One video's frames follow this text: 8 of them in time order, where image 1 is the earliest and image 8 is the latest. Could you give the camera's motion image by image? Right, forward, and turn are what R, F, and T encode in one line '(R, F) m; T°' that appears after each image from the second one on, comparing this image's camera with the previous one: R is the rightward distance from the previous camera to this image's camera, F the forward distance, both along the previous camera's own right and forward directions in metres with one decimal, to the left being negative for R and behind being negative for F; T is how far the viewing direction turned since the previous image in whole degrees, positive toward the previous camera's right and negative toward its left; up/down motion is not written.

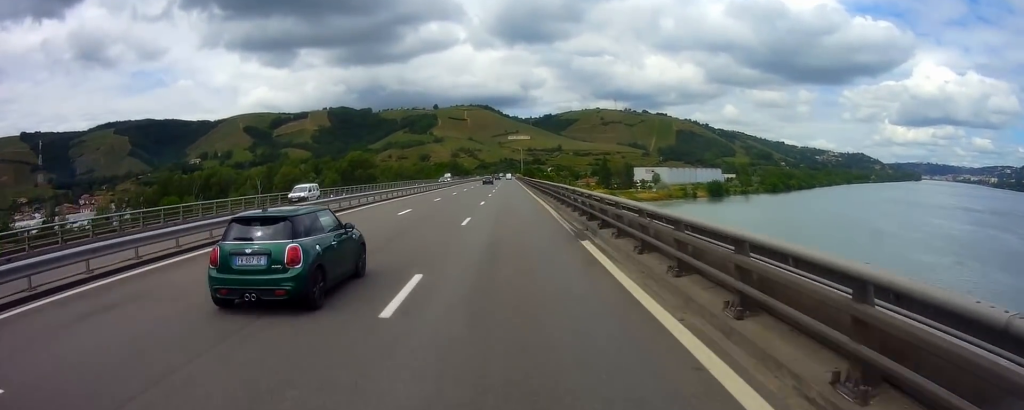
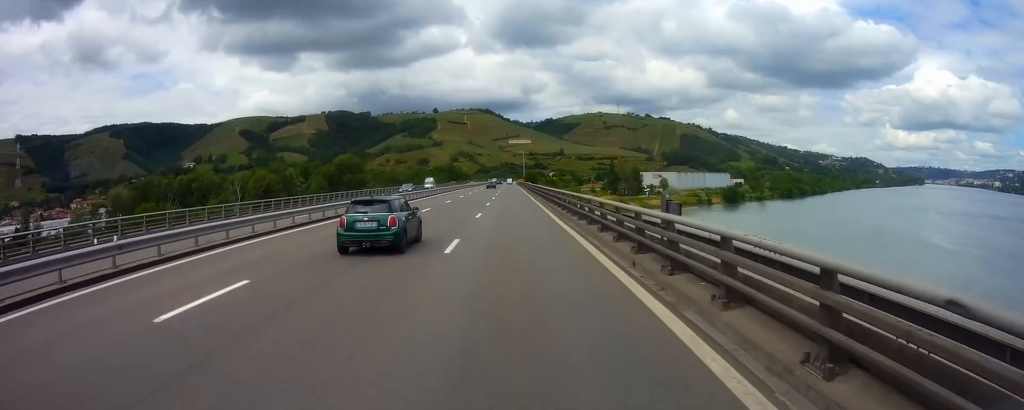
(0.0, +19.4) m; 0°
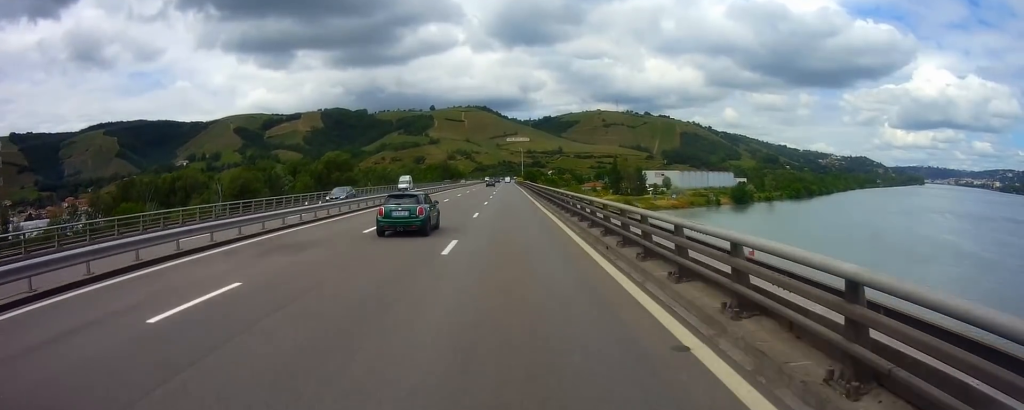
(0.0, +12.9) m; 0°
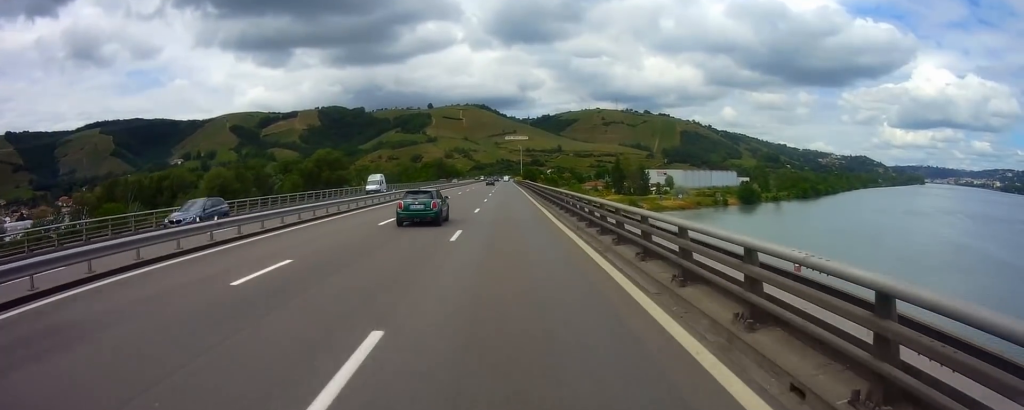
(0.0, +10.0) m; 0°
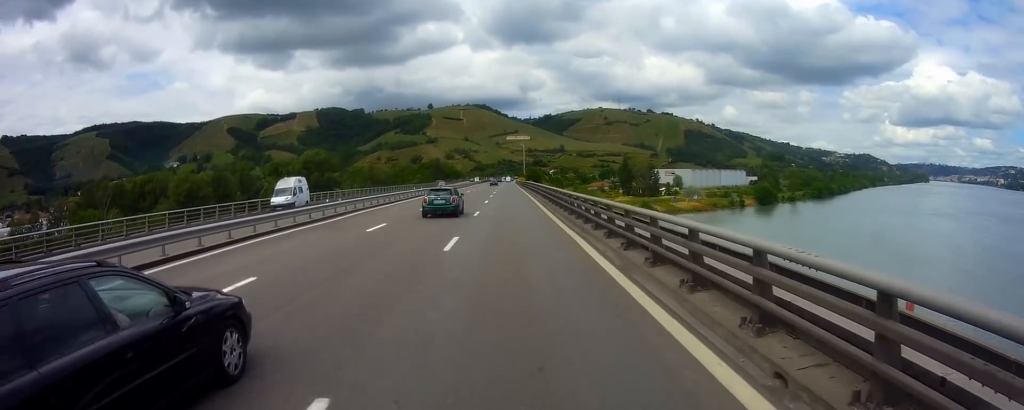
(0.0, +14.5) m; 0°
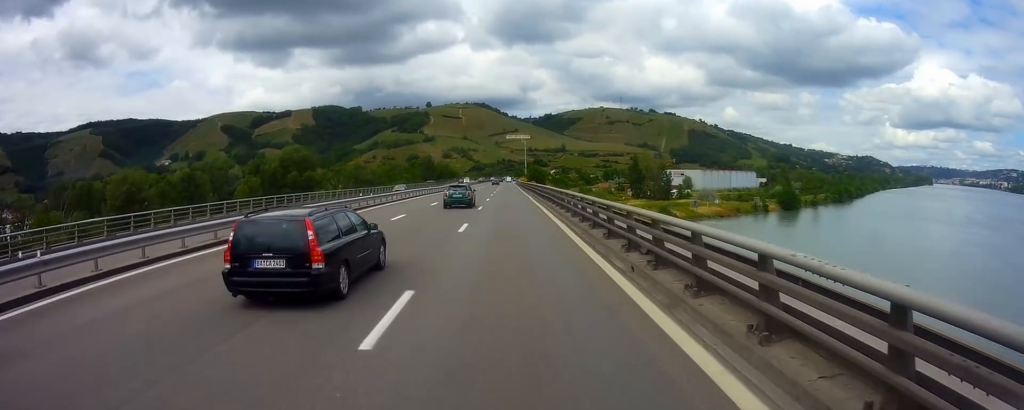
(0.0, +20.9) m; 0°
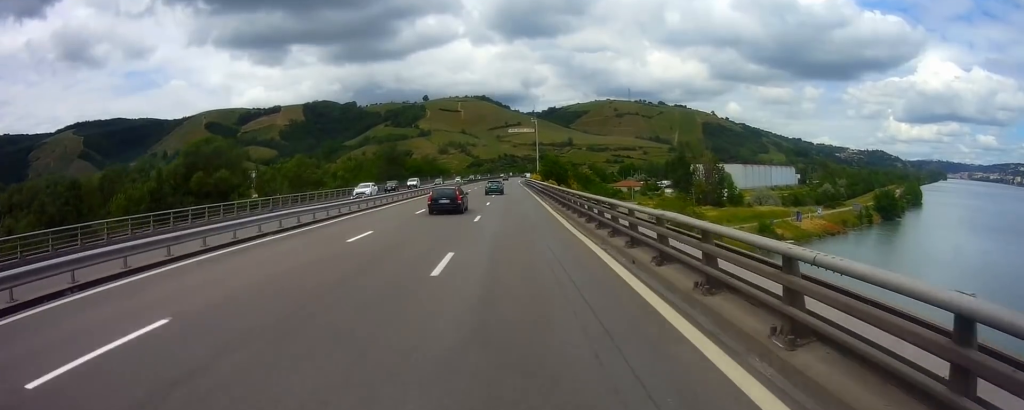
(+0.1, +59.3) m; 0°
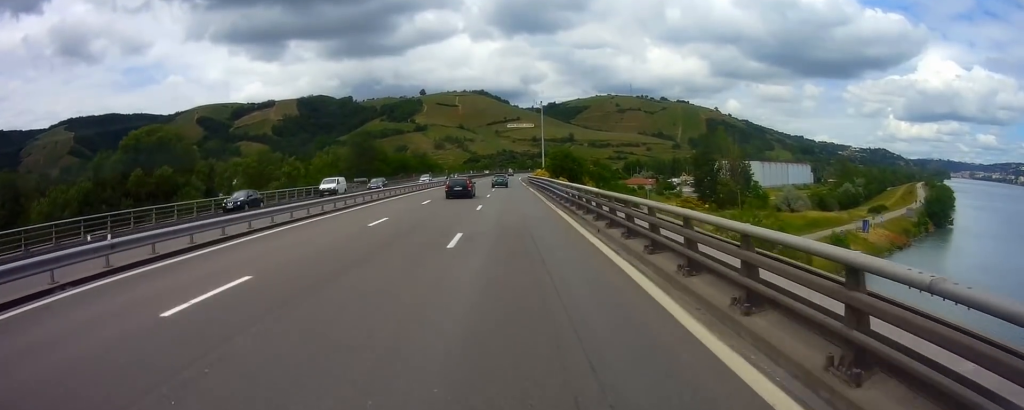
(0.0, +22.8) m; 0°
